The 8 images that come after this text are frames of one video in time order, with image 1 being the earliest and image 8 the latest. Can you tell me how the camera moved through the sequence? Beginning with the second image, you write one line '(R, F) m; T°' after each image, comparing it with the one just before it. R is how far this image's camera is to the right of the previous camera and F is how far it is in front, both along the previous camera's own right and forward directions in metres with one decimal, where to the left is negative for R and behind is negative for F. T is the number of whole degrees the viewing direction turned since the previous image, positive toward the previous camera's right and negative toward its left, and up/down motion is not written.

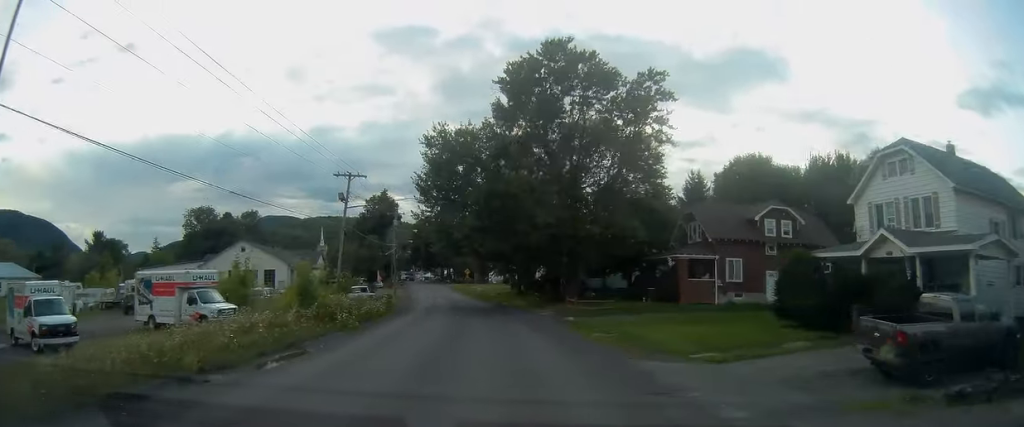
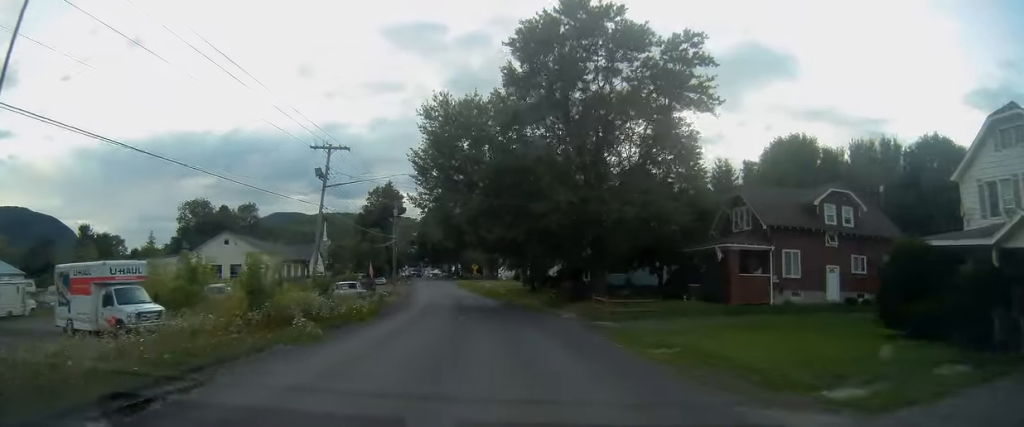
(-0.1, +7.6) m; -1°
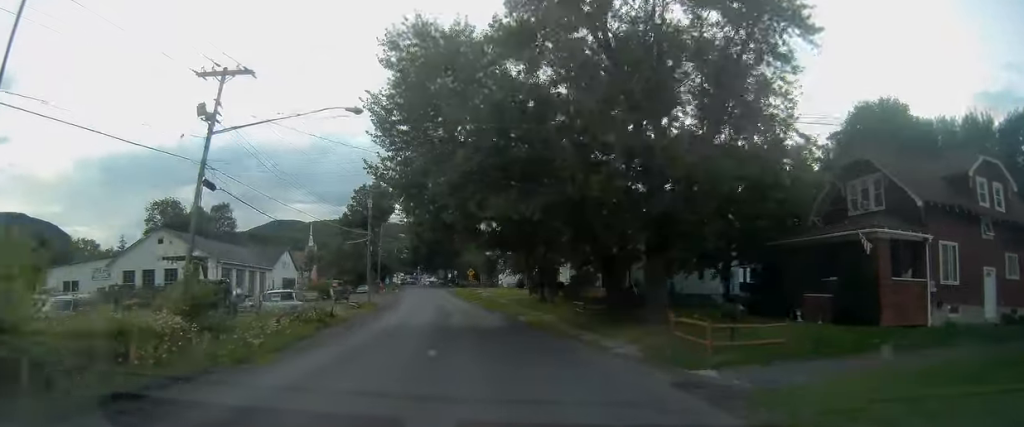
(+0.1, +14.8) m; 0°
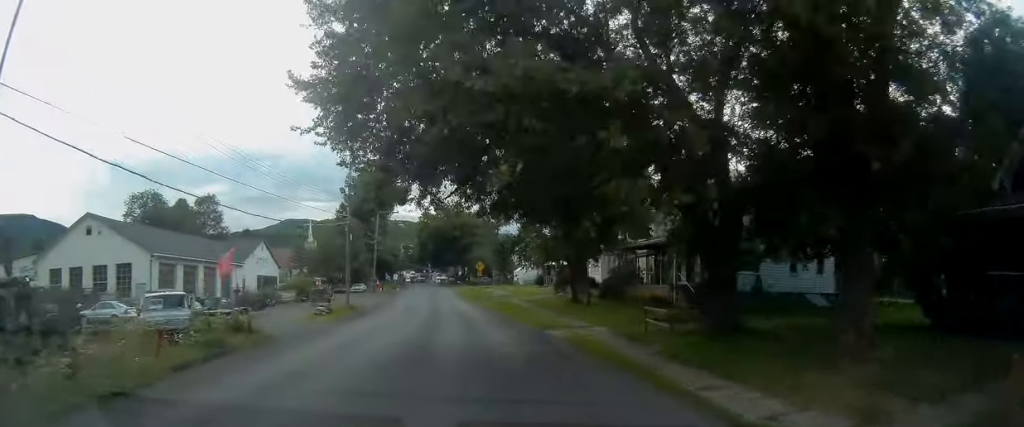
(-0.1, +13.3) m; -1°
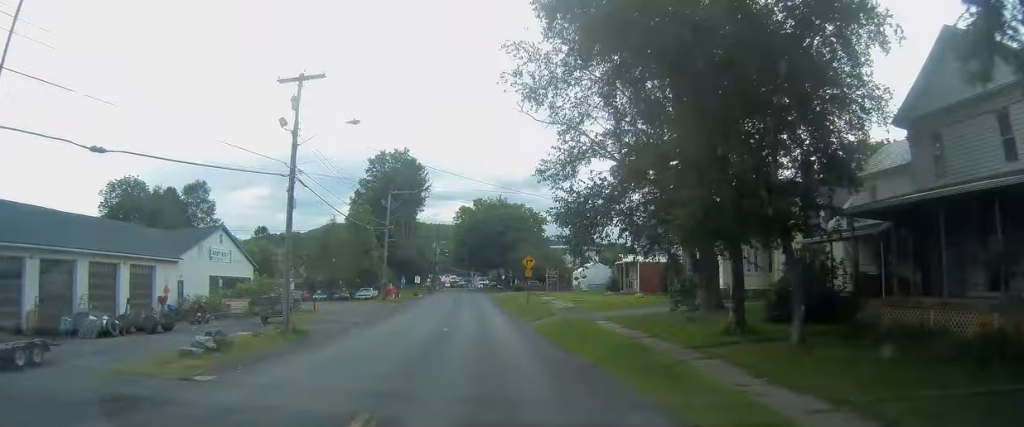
(-0.7, +21.5) m; -4°
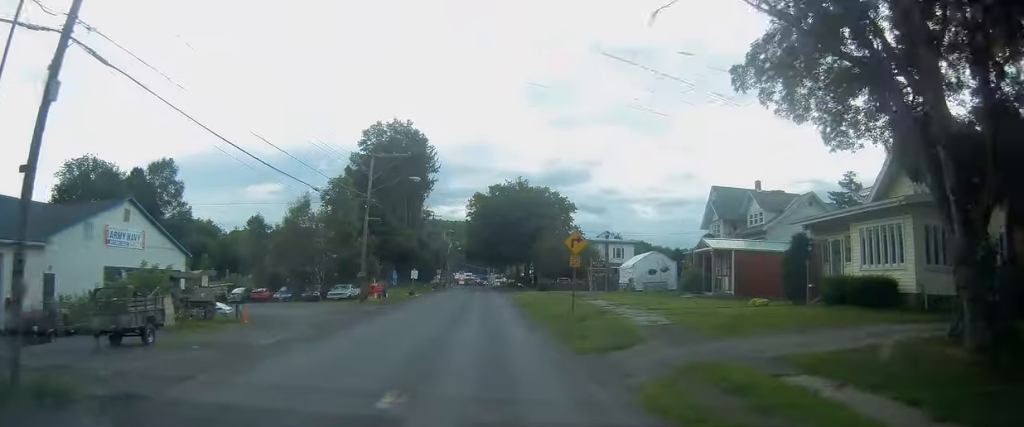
(-0.4, +16.8) m; -1°
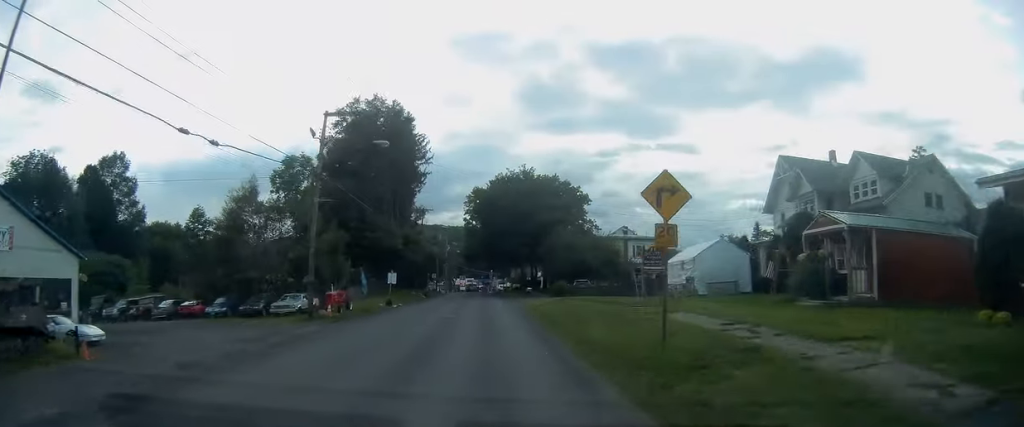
(0.0, +13.3) m; 0°
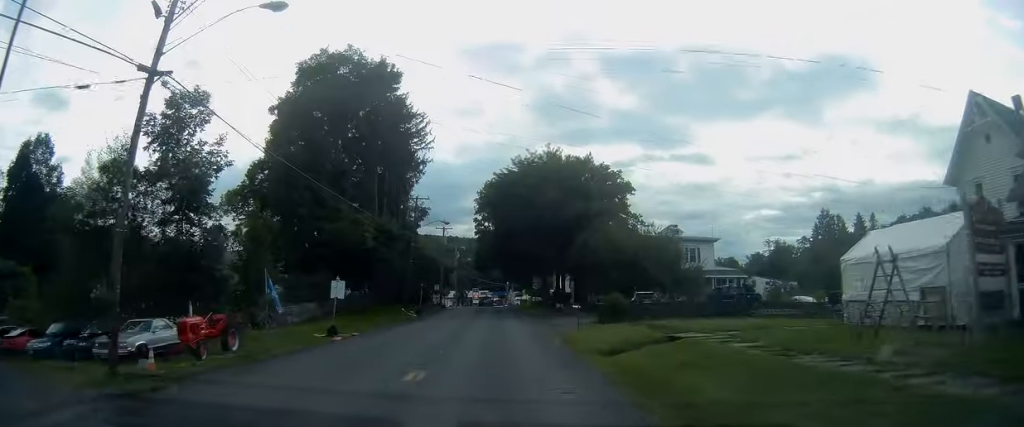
(+0.1, +18.8) m; -1°
